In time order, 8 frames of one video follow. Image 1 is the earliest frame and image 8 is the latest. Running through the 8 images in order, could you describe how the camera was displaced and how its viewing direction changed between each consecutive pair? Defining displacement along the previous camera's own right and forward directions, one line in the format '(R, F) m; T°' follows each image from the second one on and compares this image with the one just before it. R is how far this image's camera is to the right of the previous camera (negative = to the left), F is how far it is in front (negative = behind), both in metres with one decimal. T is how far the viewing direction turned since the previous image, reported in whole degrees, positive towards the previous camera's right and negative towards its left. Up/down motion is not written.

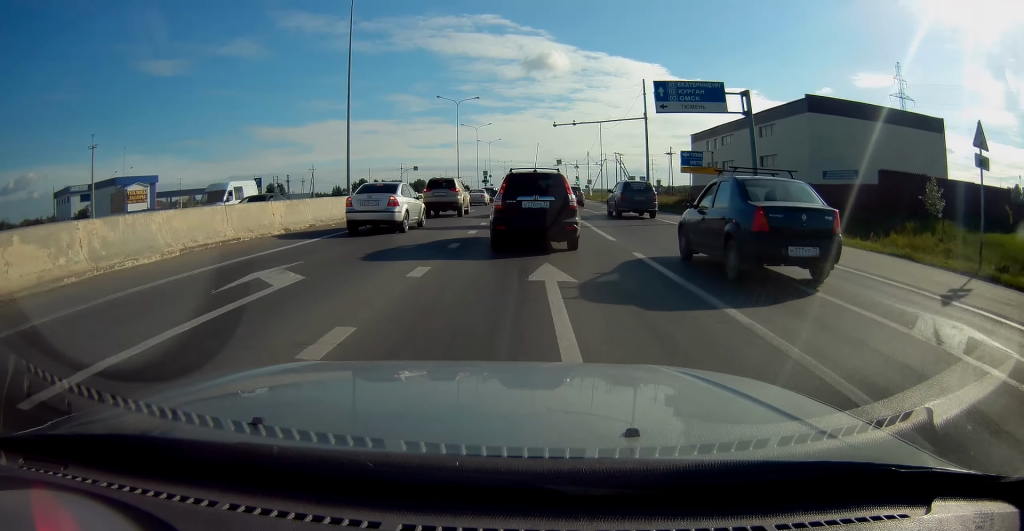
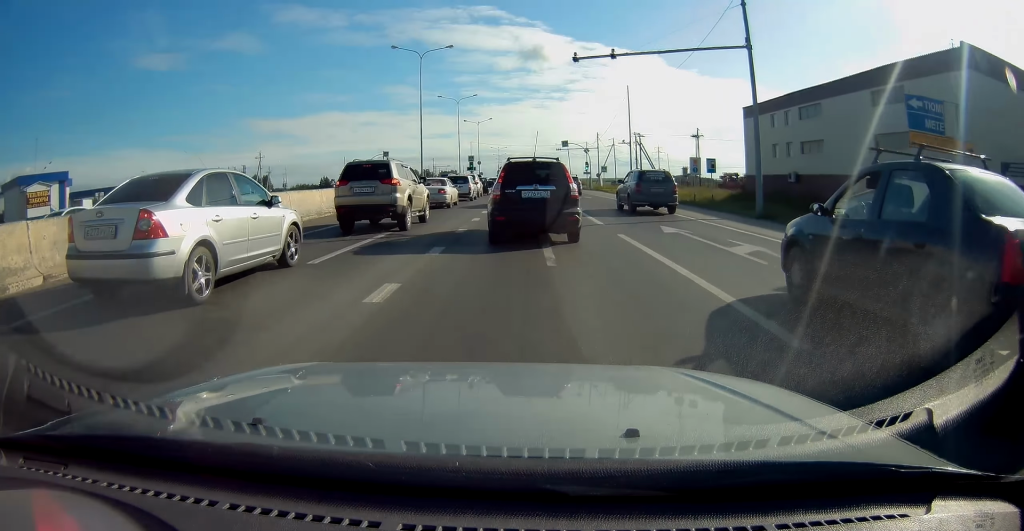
(+0.4, +22.6) m; 0°
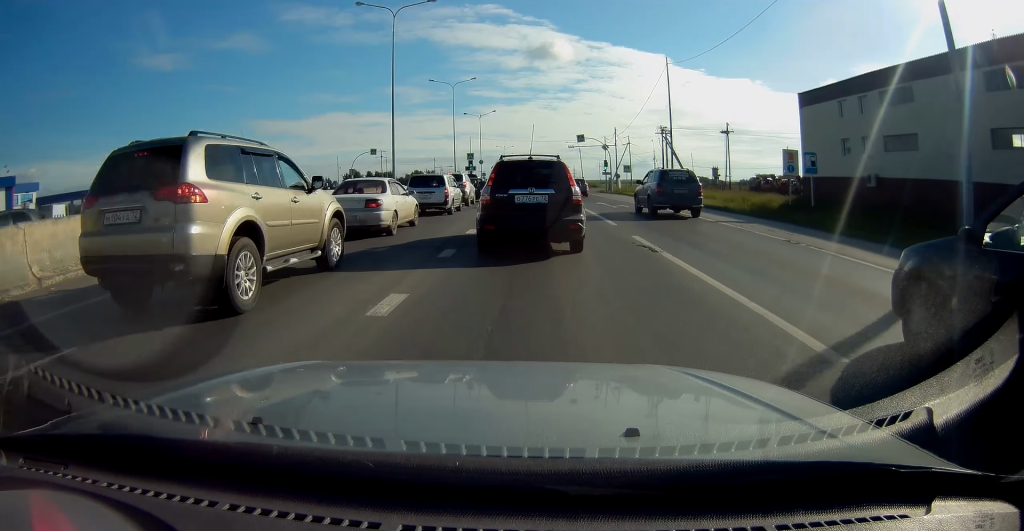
(-0.2, +12.3) m; 0°
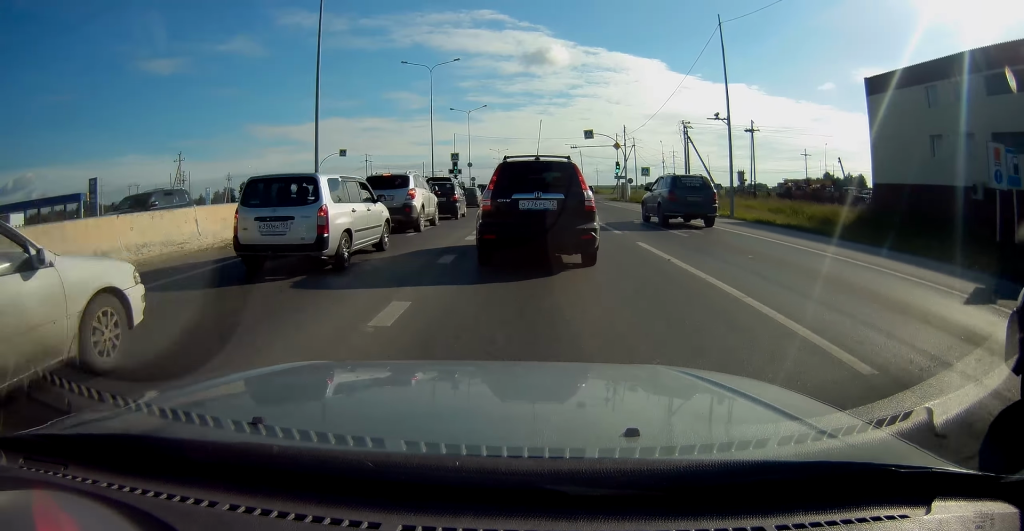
(+0.2, +12.3) m; +1°
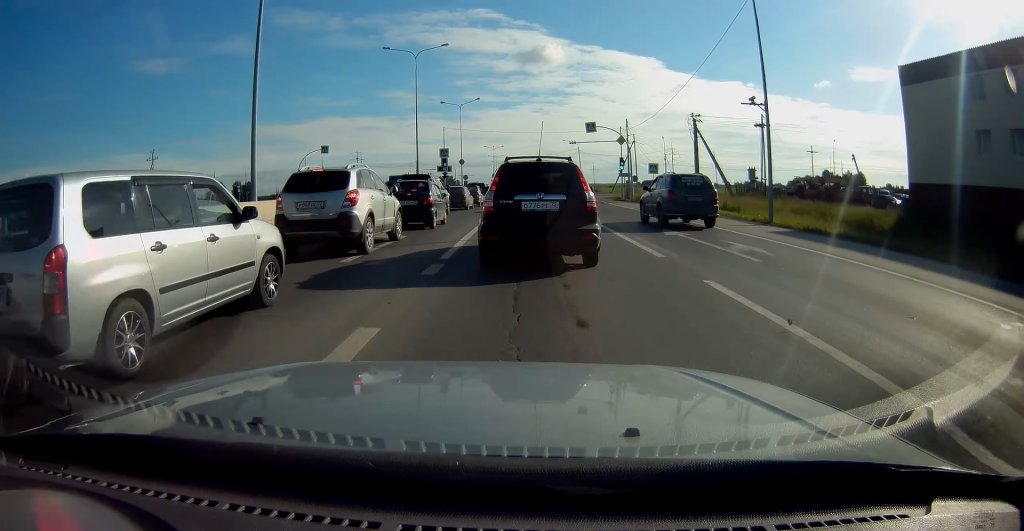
(0.0, +5.2) m; 0°
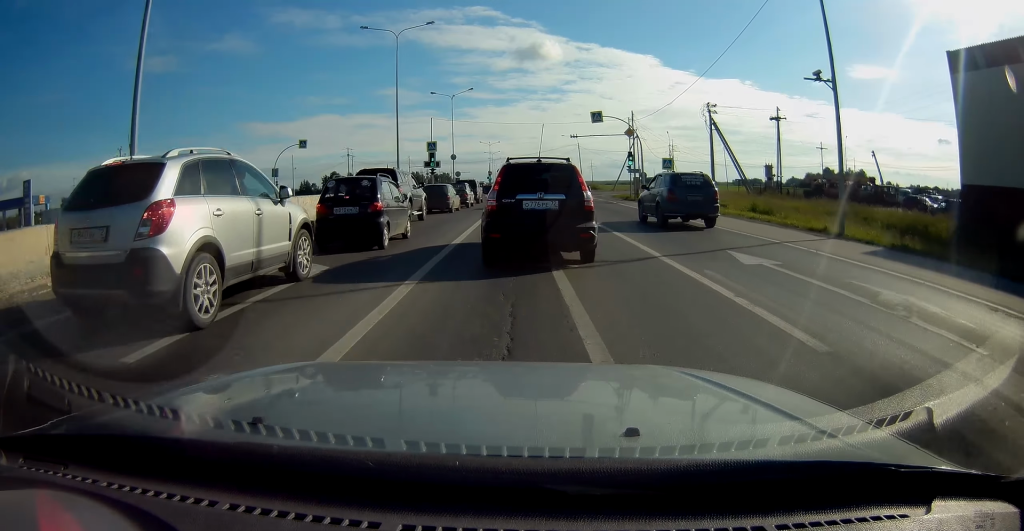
(0.0, +6.0) m; 0°
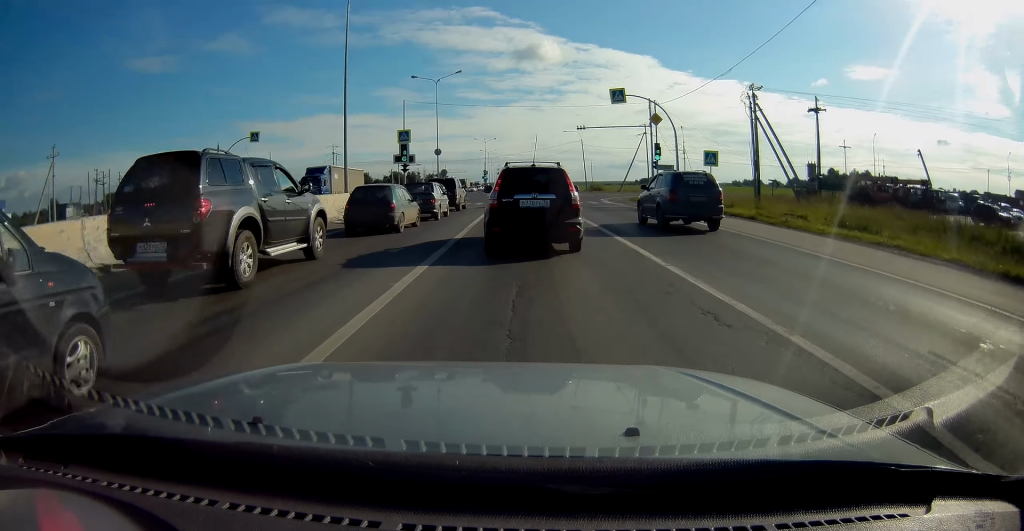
(-0.1, +11.2) m; 0°
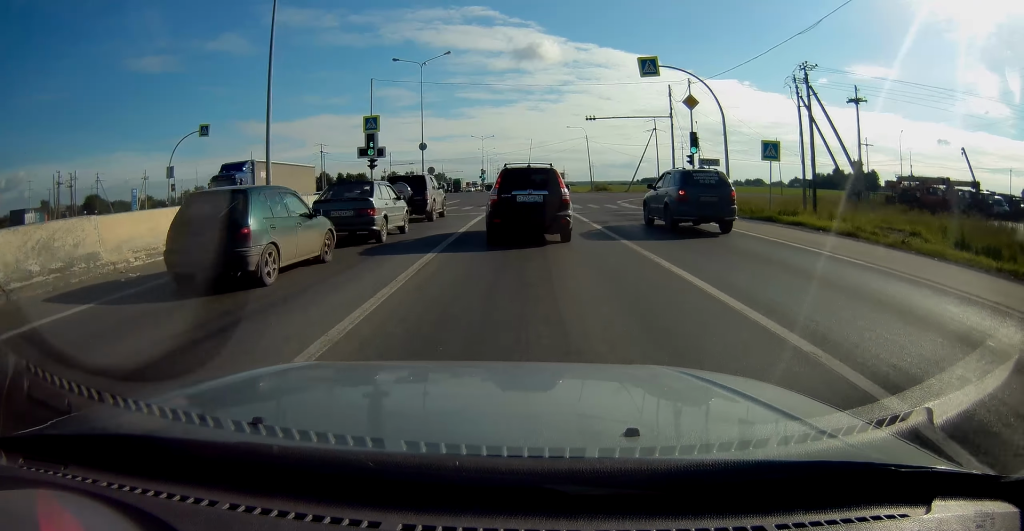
(+0.1, +8.6) m; 0°
